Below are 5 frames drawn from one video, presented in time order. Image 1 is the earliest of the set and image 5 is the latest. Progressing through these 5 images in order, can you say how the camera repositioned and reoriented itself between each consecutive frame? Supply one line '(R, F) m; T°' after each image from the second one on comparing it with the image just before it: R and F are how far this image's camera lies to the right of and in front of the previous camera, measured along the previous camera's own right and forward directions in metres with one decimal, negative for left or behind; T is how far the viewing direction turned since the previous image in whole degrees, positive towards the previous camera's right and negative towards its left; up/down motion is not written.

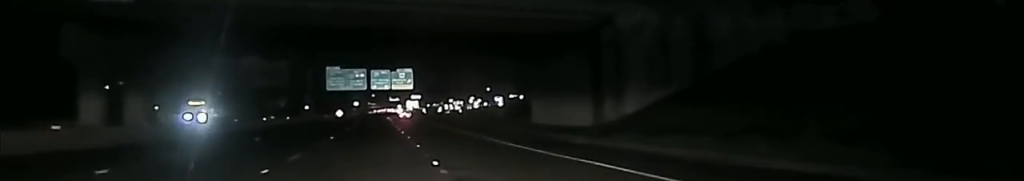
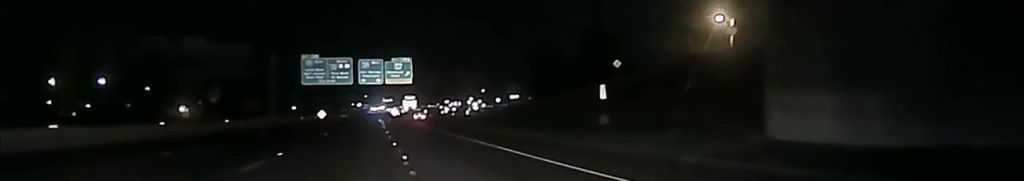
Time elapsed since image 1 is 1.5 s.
(-0.1, +38.5) m; 0°
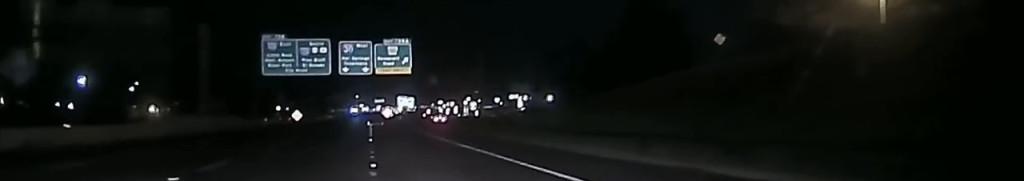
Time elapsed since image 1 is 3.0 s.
(+0.6, +35.8) m; +2°
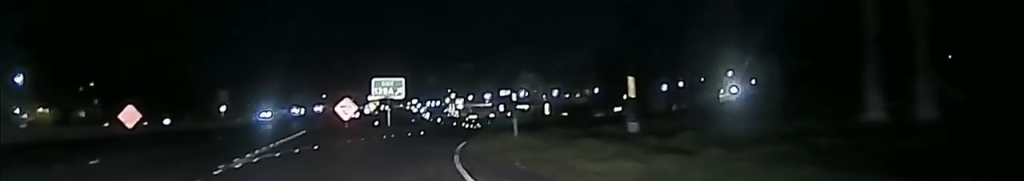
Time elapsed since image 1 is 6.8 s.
(+1.8, +87.8) m; +3°
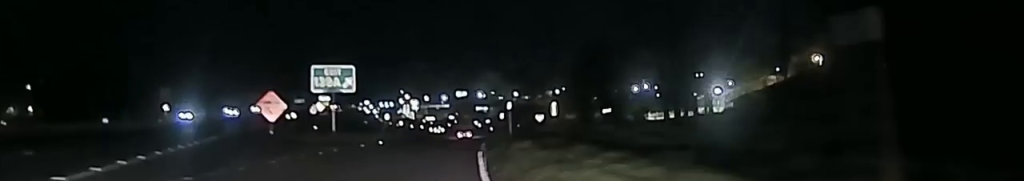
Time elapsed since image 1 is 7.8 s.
(+0.2, +20.0) m; +3°
